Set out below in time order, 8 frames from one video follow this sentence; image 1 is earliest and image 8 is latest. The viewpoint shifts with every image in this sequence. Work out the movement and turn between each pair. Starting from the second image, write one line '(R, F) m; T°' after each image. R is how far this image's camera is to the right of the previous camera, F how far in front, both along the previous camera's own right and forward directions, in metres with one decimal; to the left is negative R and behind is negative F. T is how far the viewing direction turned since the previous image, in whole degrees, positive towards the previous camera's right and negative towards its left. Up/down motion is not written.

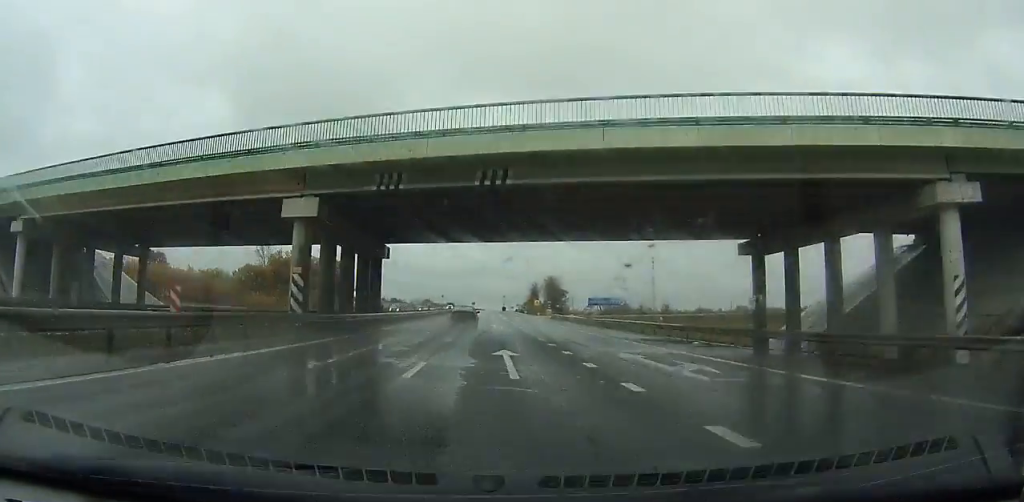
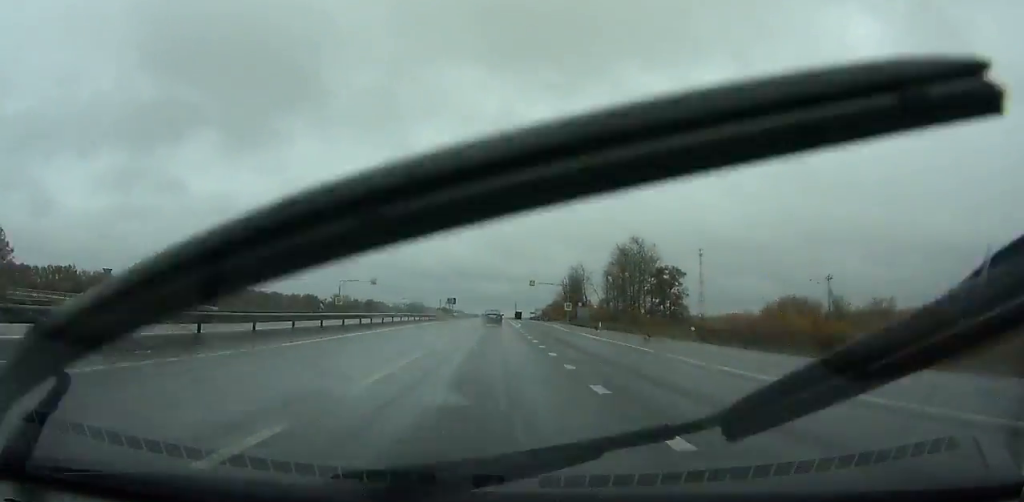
(-1.3, +164.8) m; 0°
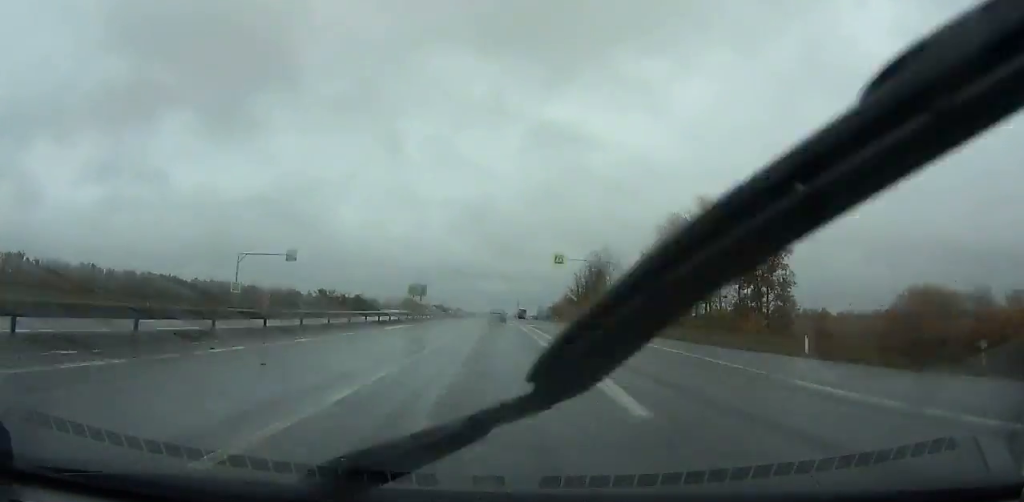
(+0.1, +41.9) m; 0°
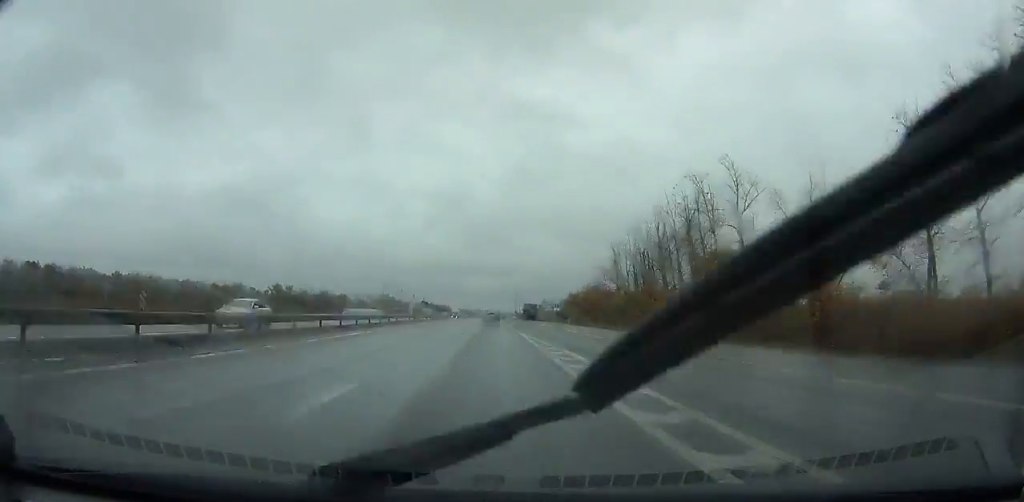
(+0.3, +81.6) m; 0°
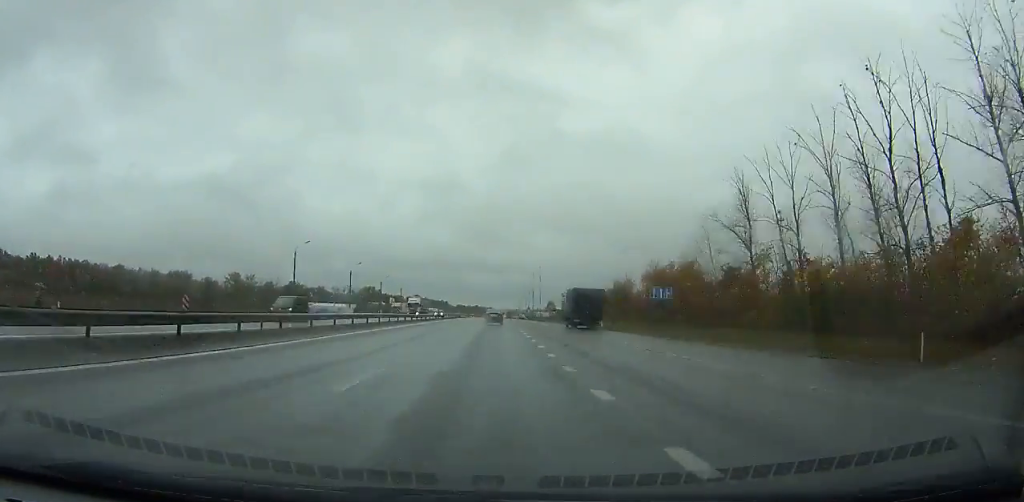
(+0.1, +67.9) m; 0°
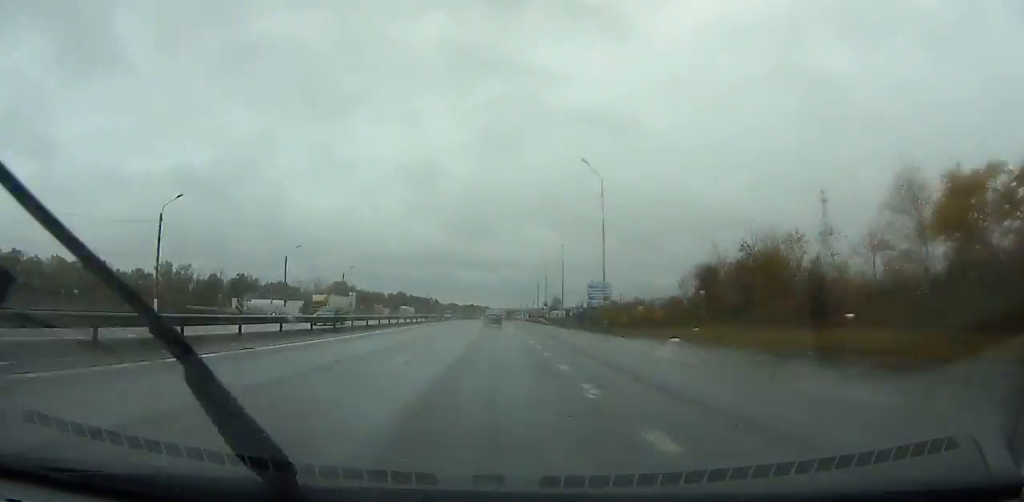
(+0.1, +68.2) m; 0°
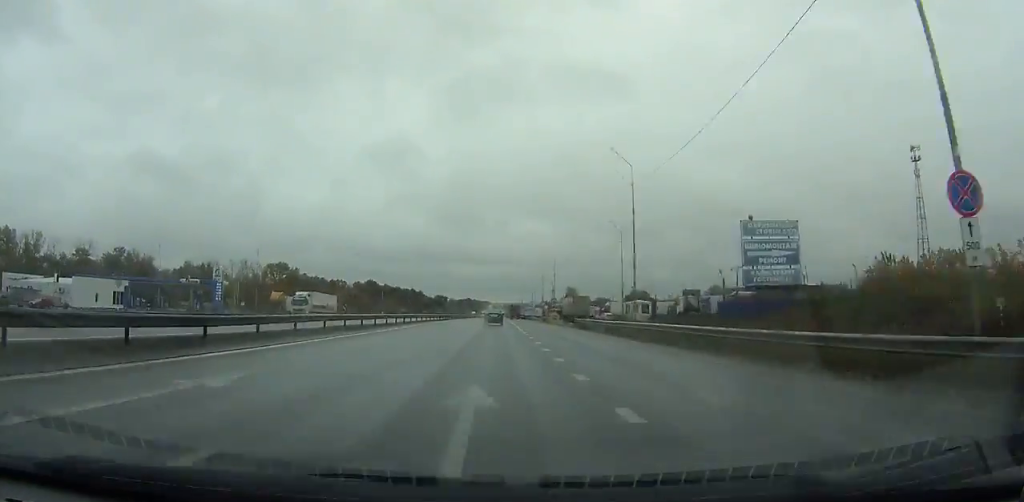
(-0.1, +93.6) m; 0°
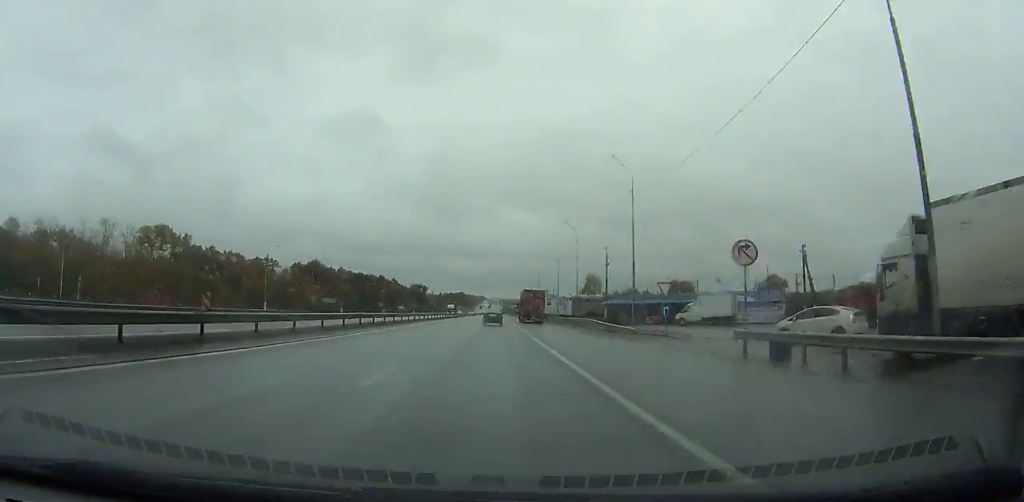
(+0.2, +87.0) m; 0°
